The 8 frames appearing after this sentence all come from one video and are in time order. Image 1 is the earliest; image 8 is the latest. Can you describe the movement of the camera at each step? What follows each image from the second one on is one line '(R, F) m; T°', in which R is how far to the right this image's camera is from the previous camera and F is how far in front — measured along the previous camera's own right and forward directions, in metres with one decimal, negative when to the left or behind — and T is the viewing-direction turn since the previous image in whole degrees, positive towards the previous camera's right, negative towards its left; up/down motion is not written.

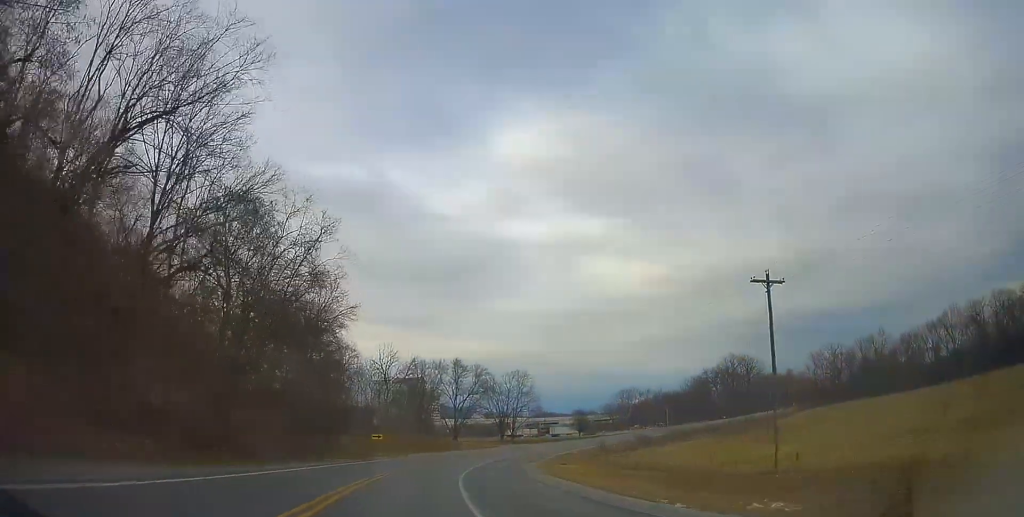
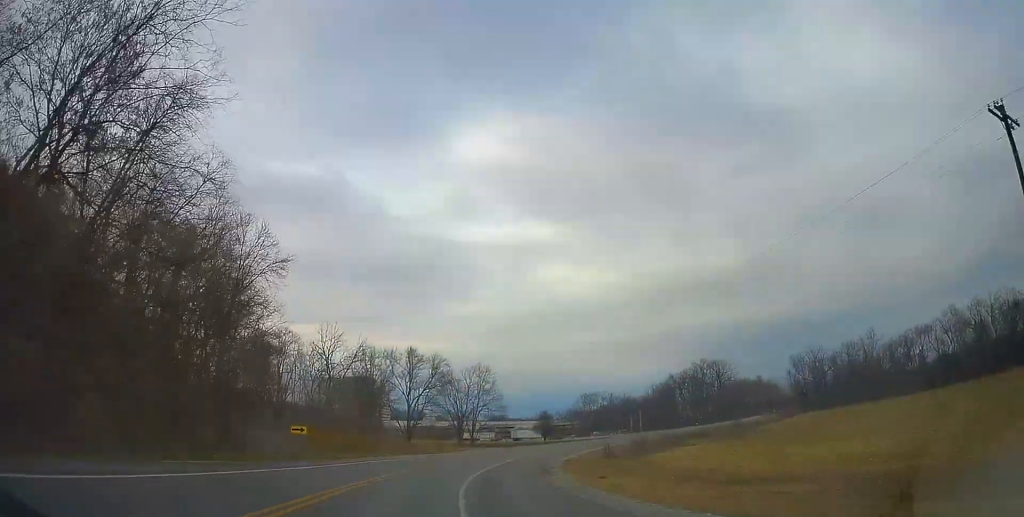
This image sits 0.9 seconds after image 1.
(+0.2, +21.4) m; +3°
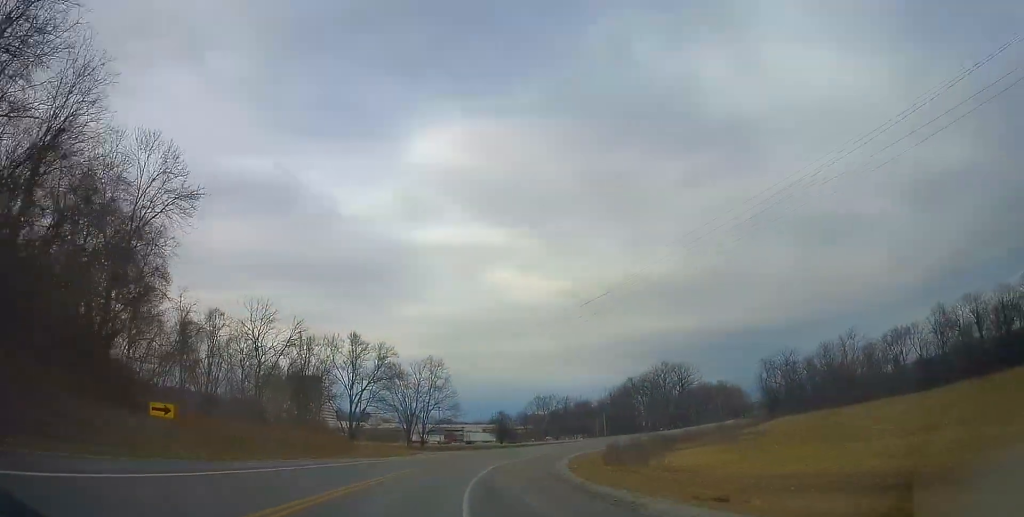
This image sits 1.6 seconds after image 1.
(+0.3, +17.3) m; +4°
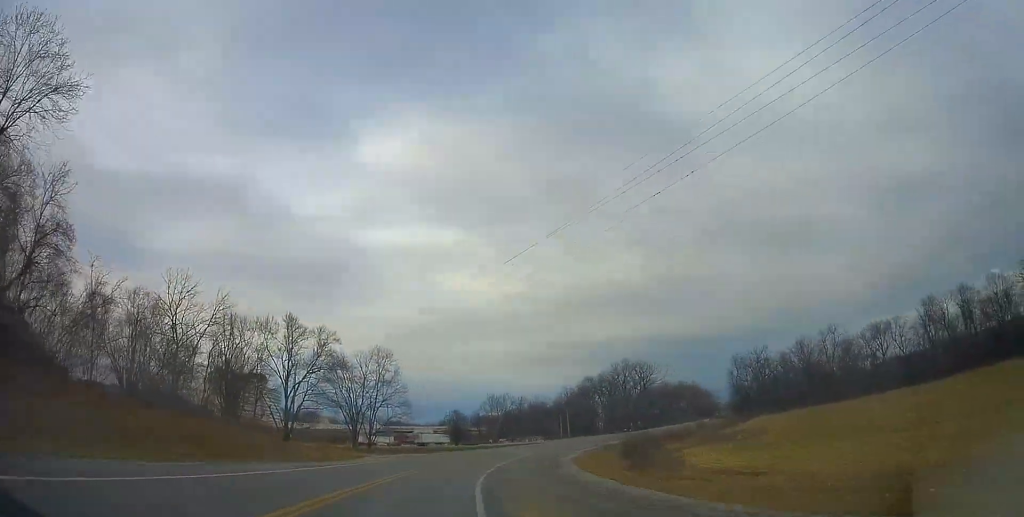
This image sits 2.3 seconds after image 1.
(+0.8, +16.3) m; +5°
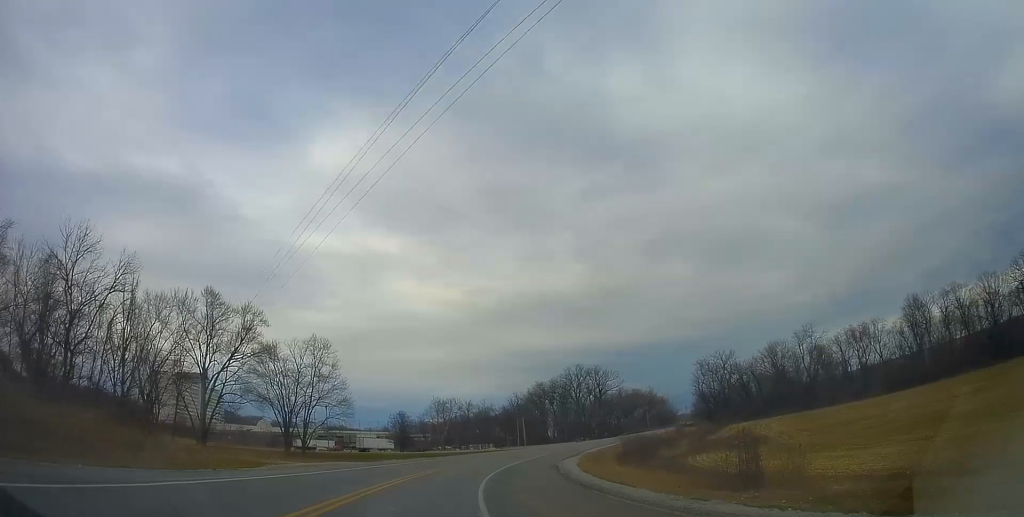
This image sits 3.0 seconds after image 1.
(+0.8, +16.0) m; +6°
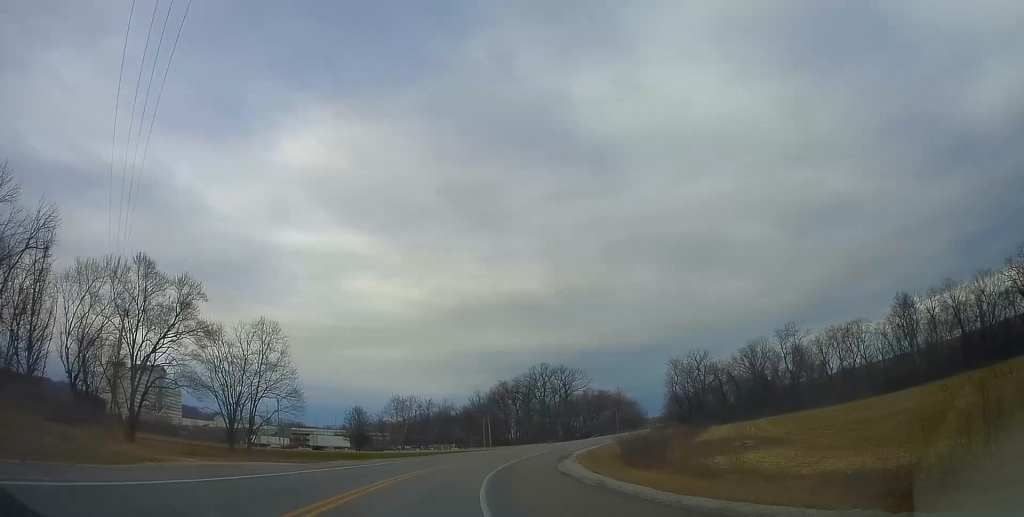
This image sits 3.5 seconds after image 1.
(+0.1, +11.4) m; +4°
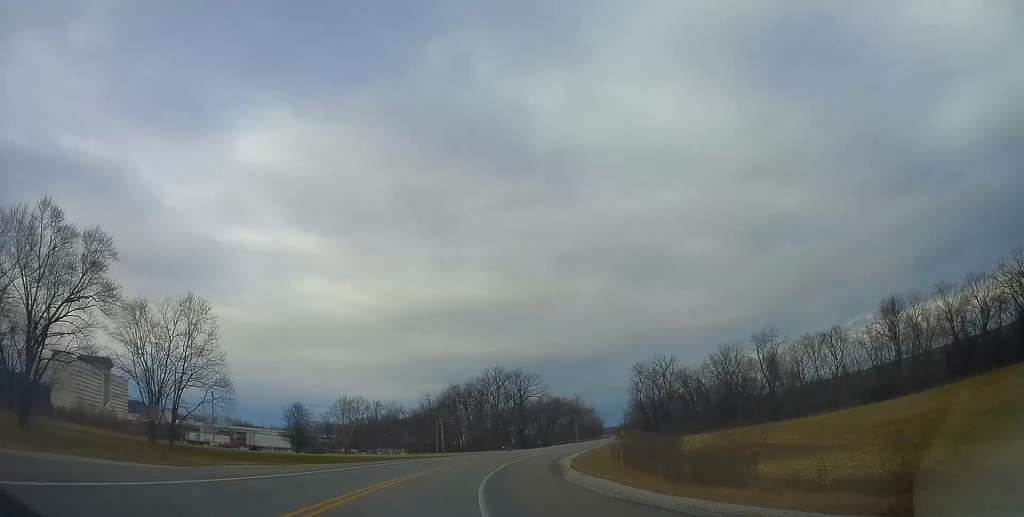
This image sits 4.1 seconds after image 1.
(+1.1, +13.7) m; +5°
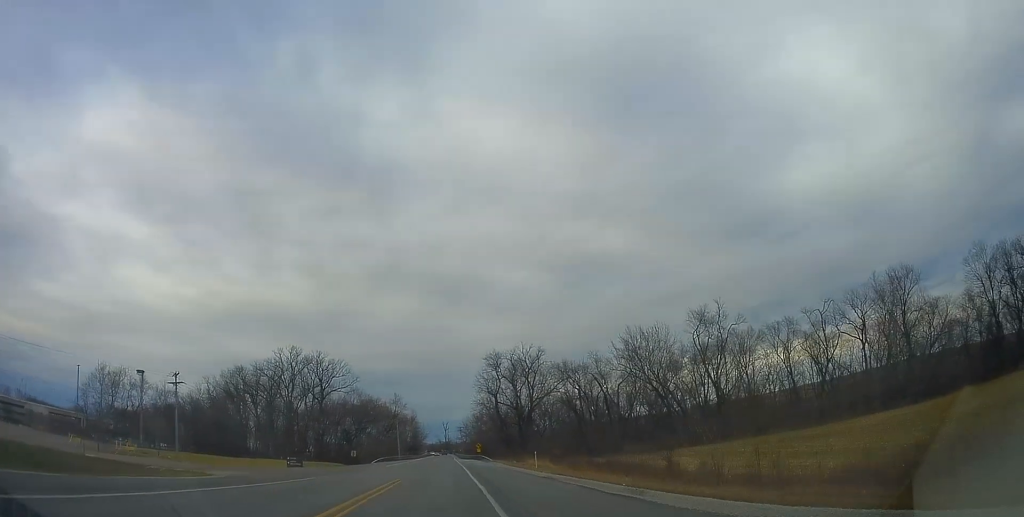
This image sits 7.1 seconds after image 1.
(+12.6, +64.9) m; +19°
